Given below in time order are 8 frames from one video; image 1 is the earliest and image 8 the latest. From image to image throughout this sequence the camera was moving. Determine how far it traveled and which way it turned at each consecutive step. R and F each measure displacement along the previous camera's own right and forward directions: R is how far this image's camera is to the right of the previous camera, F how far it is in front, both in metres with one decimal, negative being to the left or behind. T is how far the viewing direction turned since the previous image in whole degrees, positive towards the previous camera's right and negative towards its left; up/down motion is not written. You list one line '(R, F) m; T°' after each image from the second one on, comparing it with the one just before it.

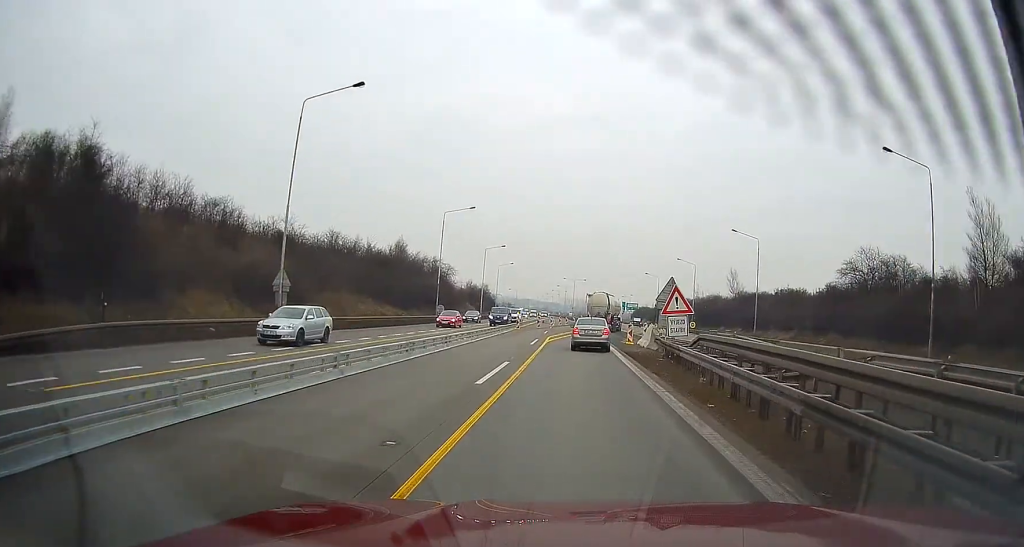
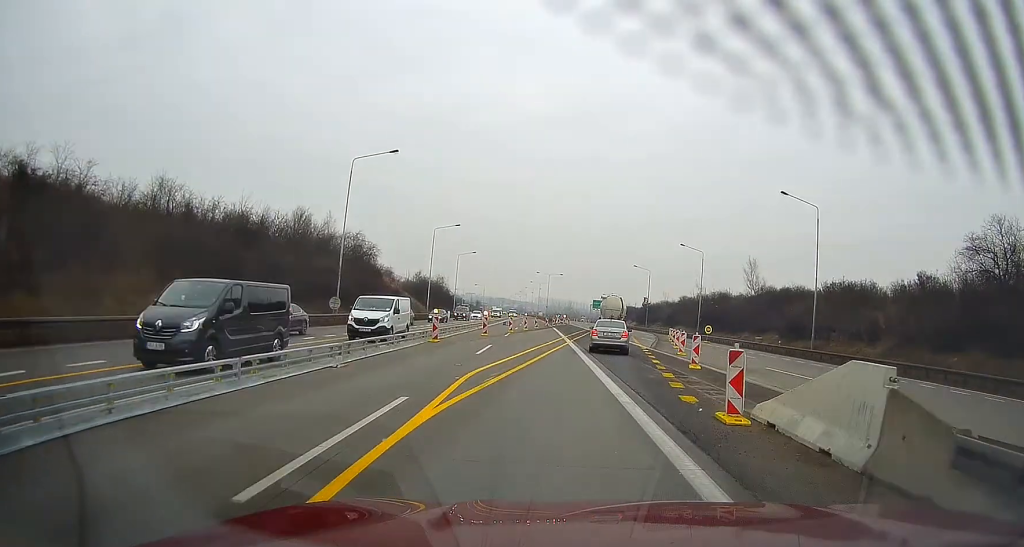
(-0.3, +26.3) m; +1°
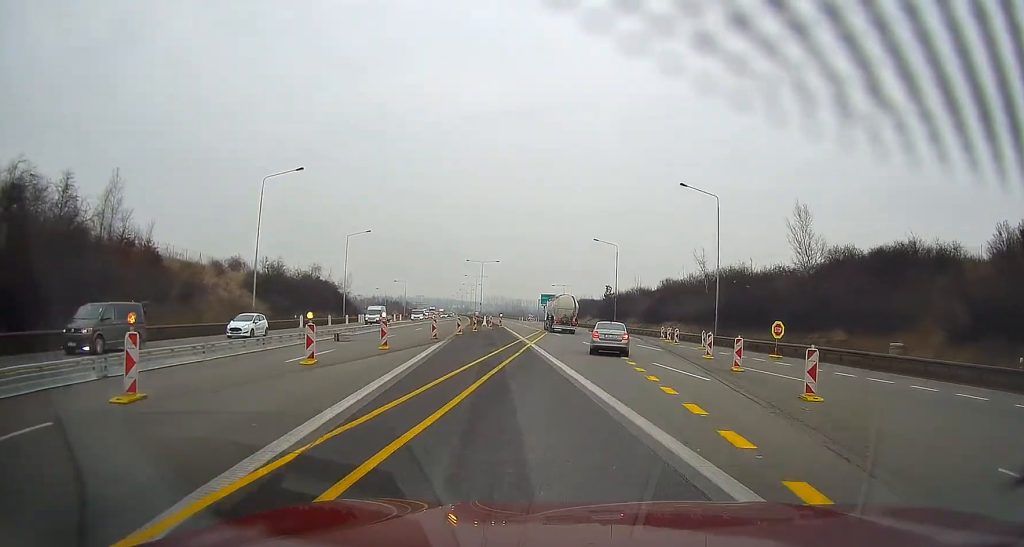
(+1.8, +38.6) m; +4°
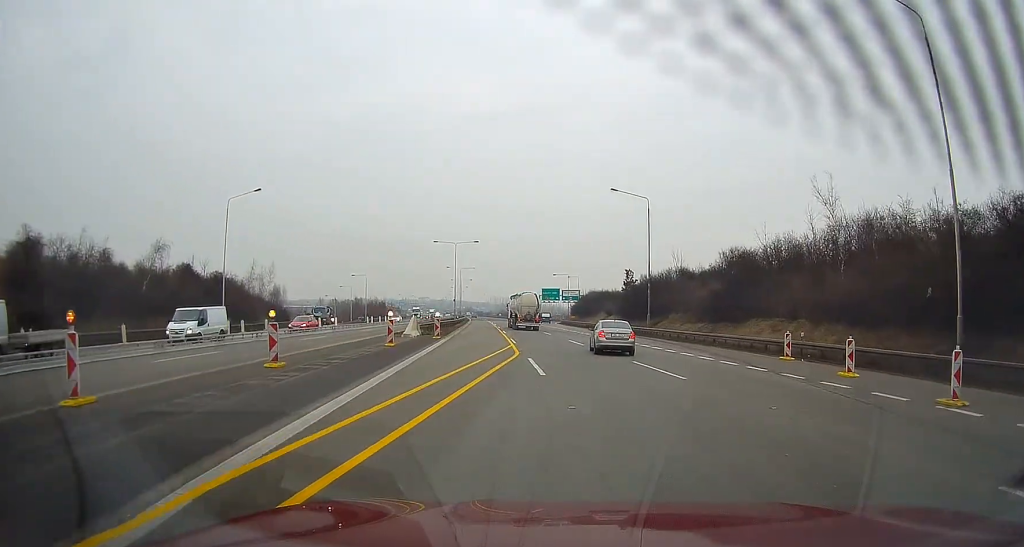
(+0.5, +35.8) m; +1°
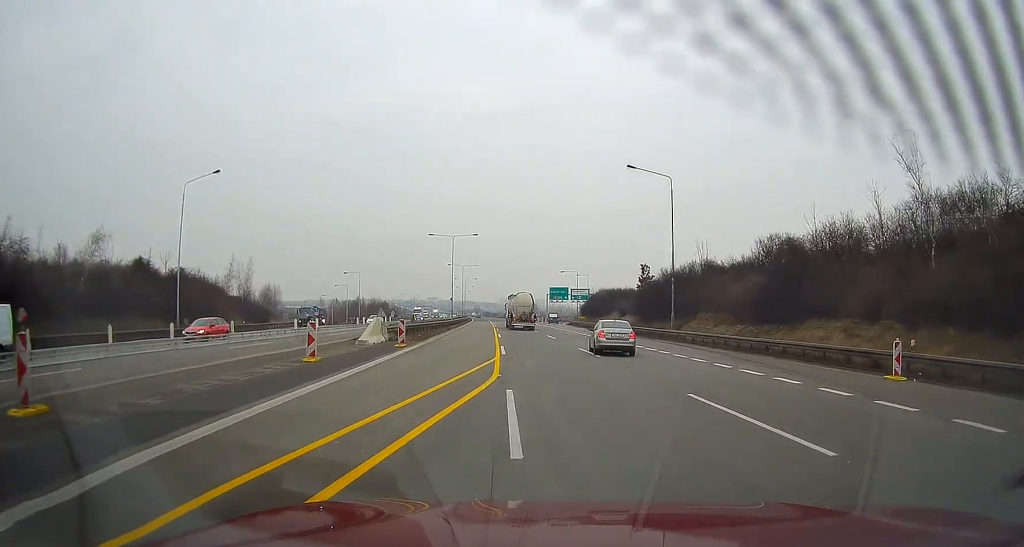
(0.0, +9.4) m; 0°
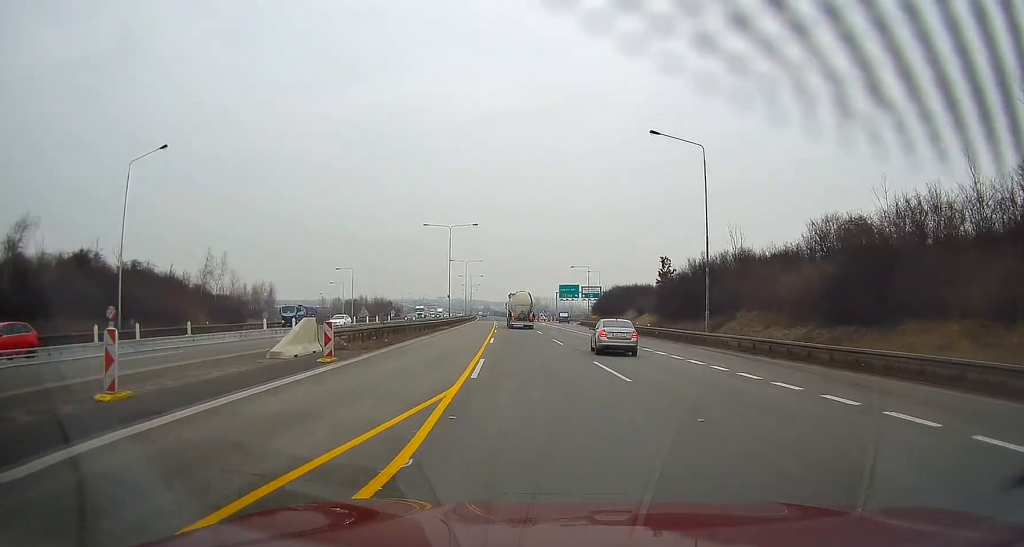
(0.0, +9.5) m; 0°
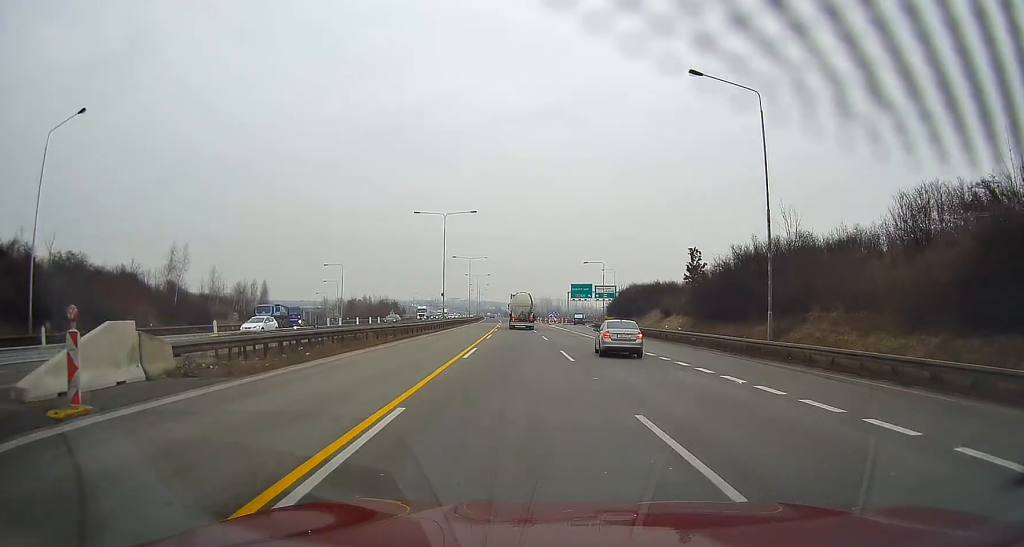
(-0.1, +11.0) m; -1°
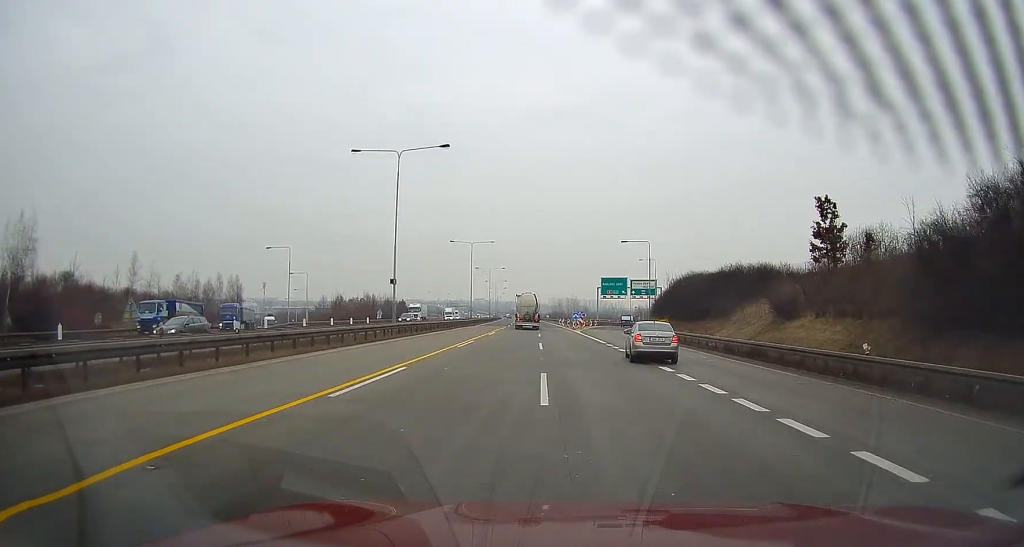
(-0.4, +28.5) m; -2°
